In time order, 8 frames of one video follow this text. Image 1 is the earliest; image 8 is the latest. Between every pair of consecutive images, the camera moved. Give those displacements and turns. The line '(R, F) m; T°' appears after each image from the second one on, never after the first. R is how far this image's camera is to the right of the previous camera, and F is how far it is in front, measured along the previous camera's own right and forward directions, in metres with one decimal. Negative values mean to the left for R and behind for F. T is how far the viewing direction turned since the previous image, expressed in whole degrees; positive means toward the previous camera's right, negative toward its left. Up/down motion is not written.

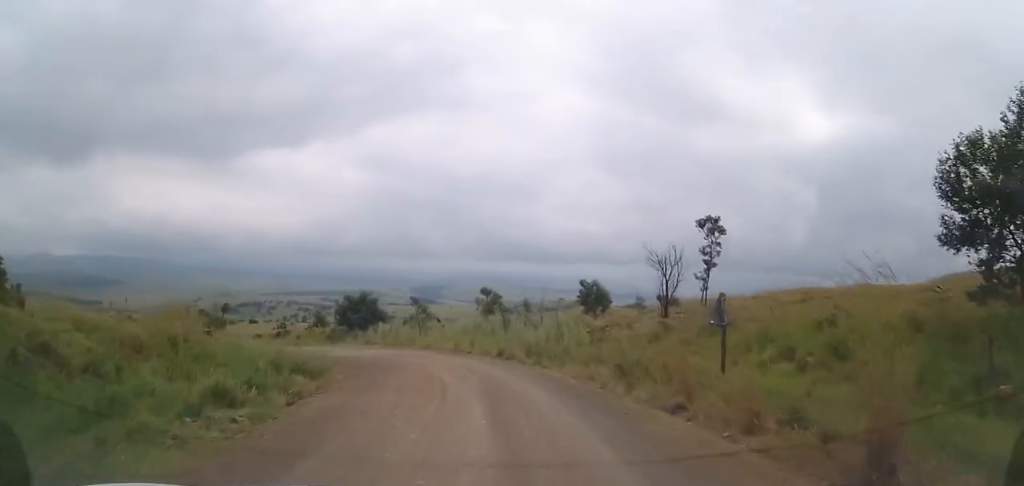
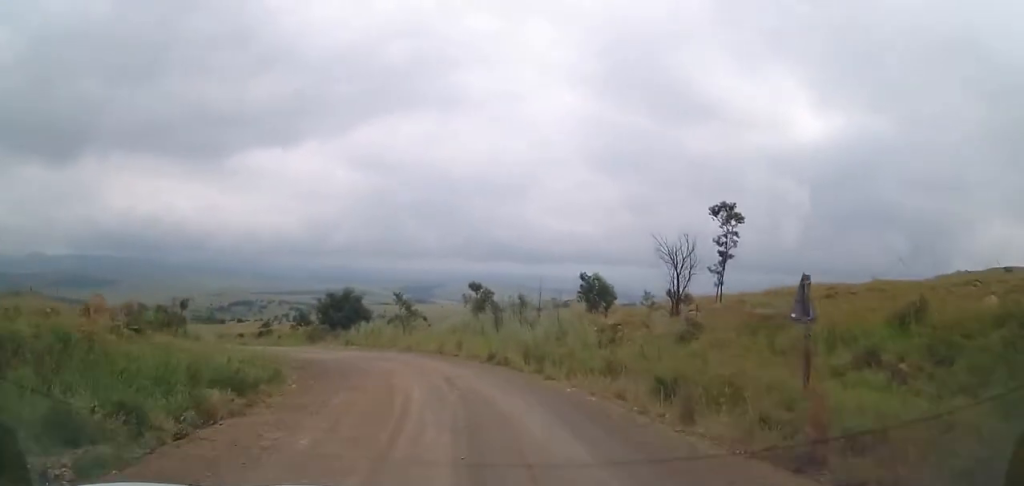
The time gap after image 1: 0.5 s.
(0.0, +5.1) m; -1°
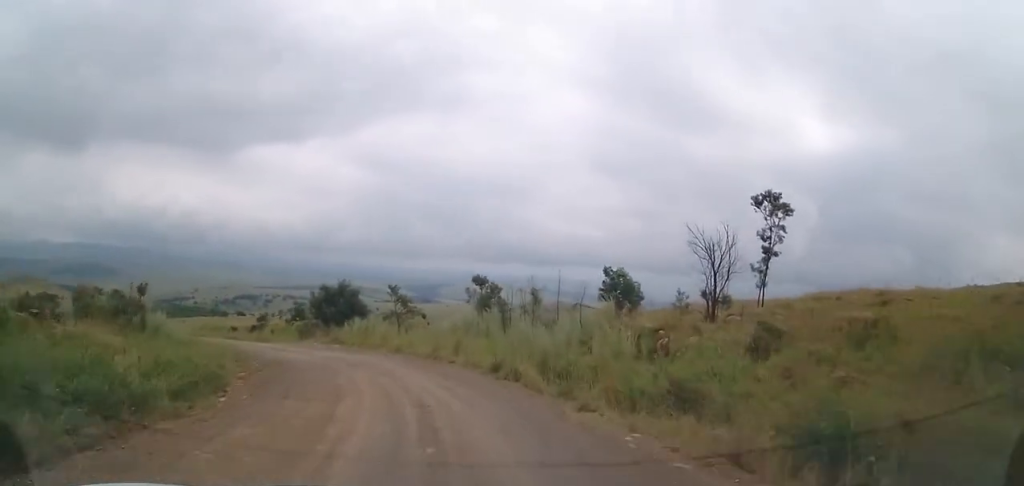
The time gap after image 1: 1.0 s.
(+0.1, +6.1) m; -3°
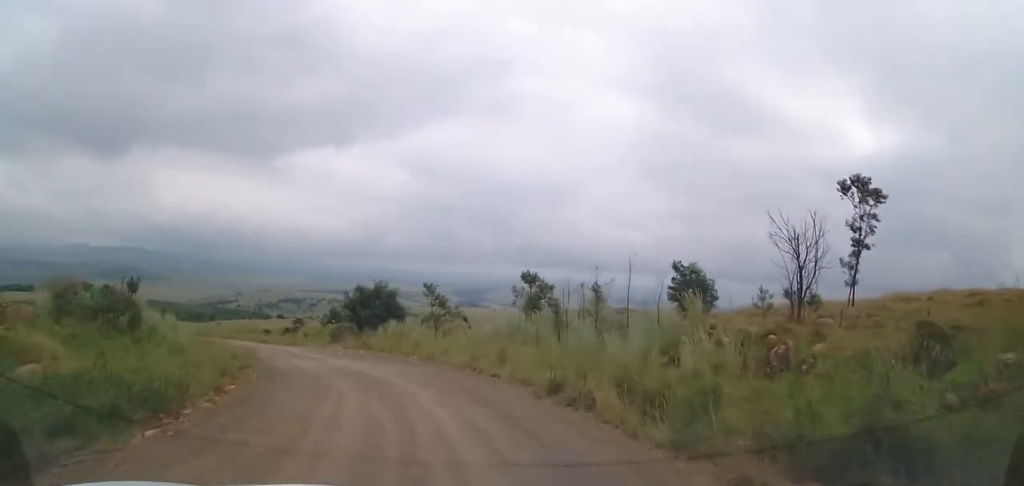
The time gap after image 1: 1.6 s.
(-0.3, +5.4) m; -5°
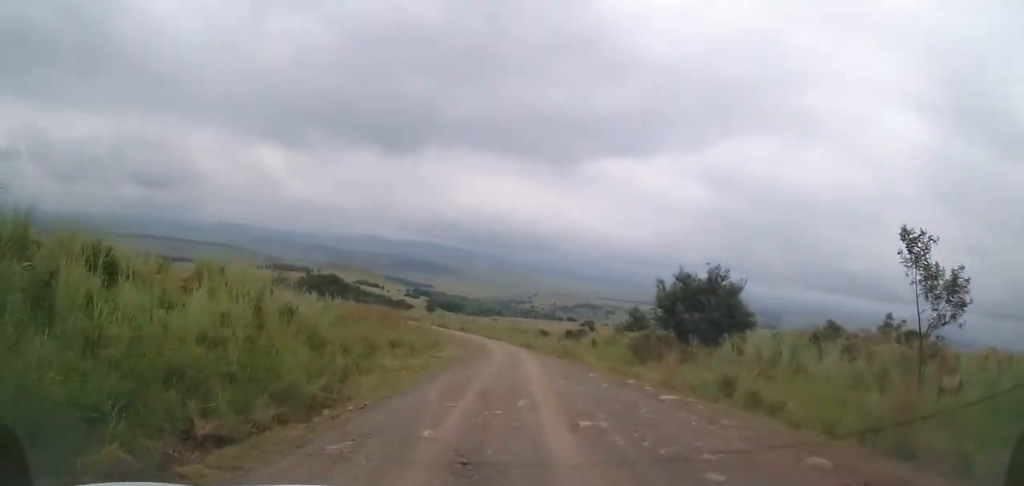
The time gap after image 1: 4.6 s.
(-6.5, +26.9) m; -25°
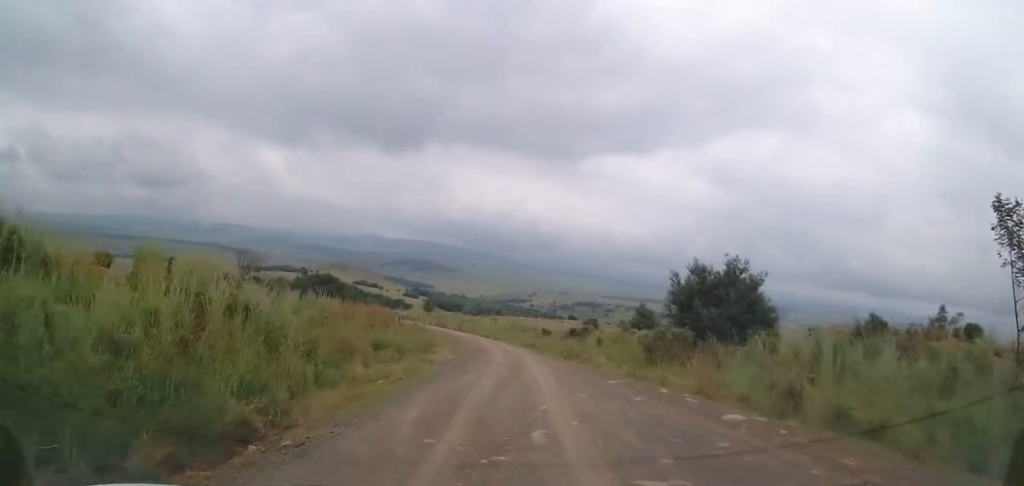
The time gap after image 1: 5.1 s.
(-0.4, +3.9) m; -1°
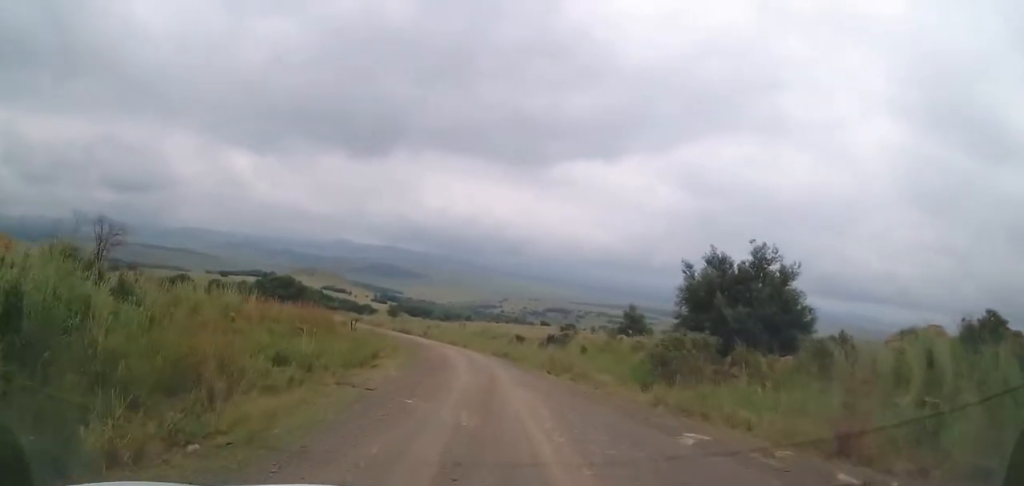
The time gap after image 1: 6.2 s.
(+0.5, +9.1) m; +2°
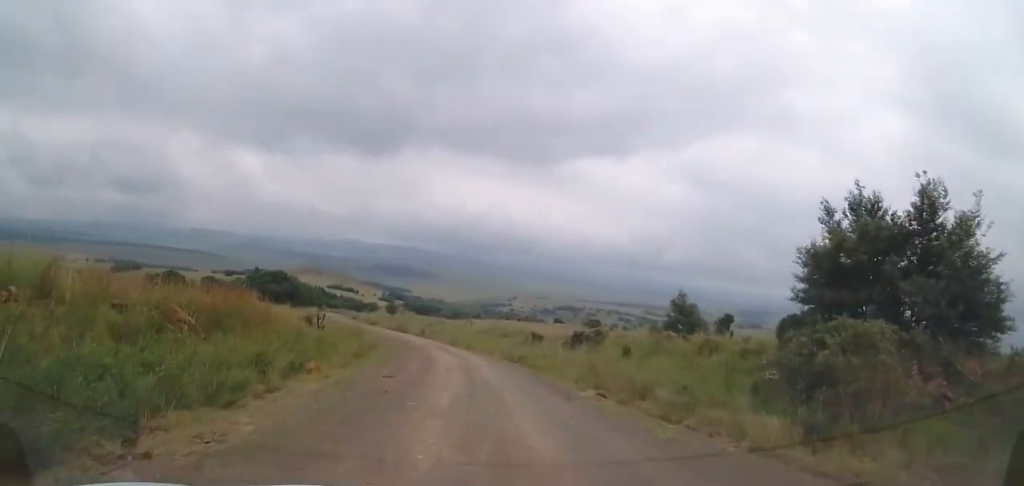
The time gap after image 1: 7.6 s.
(-0.3, +13.4) m; -2°
